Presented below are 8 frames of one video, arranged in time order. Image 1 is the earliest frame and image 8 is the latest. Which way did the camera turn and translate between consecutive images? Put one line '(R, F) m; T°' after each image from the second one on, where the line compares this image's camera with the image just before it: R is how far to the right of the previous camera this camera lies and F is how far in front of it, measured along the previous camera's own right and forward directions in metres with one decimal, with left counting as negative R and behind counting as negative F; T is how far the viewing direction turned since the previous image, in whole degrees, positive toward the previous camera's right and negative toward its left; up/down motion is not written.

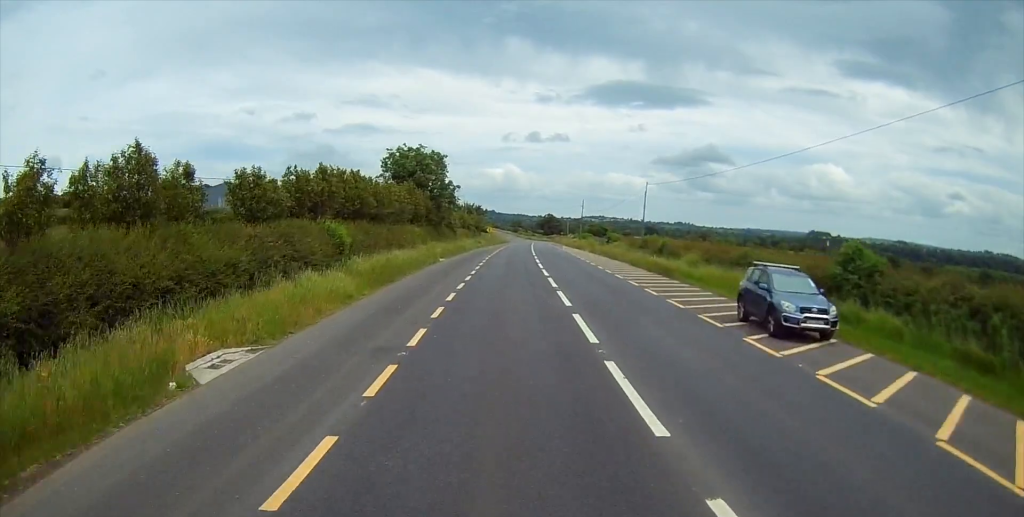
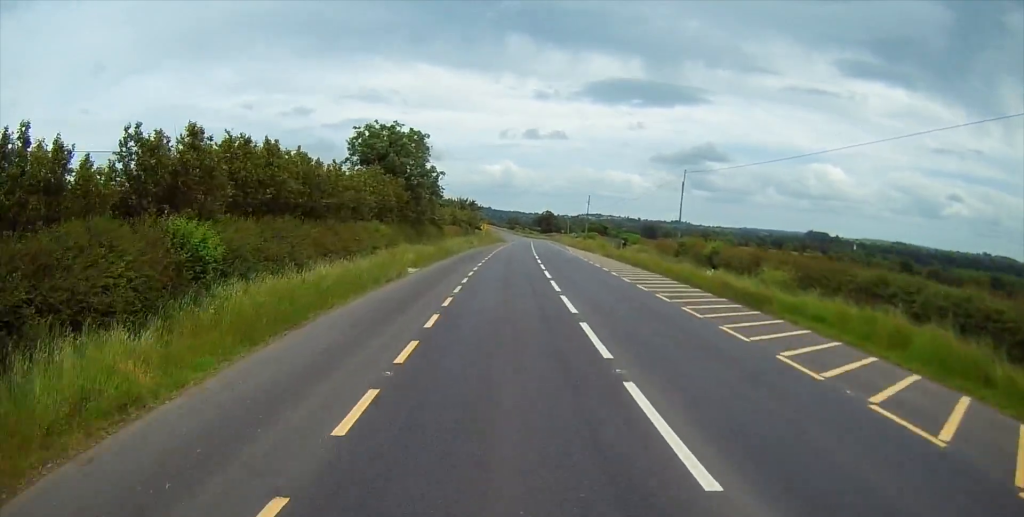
(0.0, +14.0) m; 0°
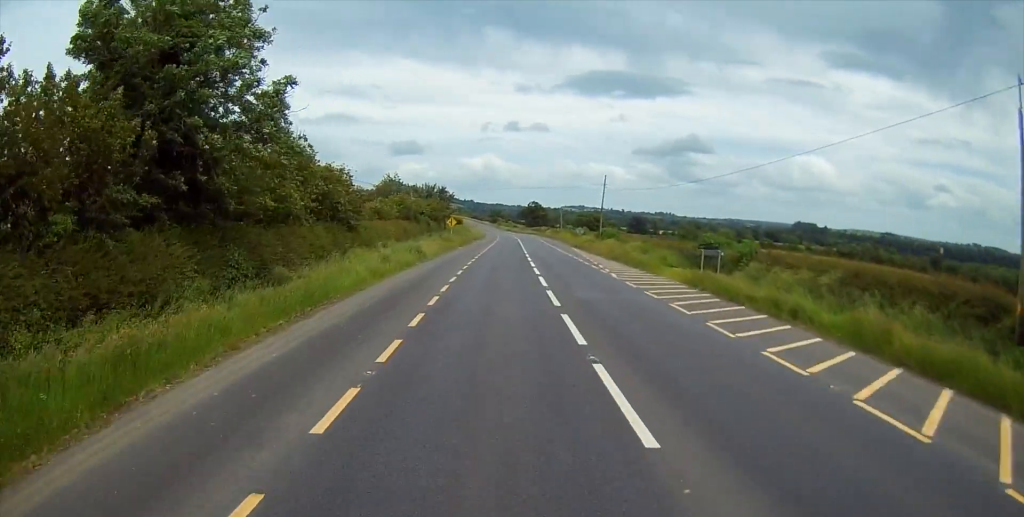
(+0.2, +36.3) m; +1°
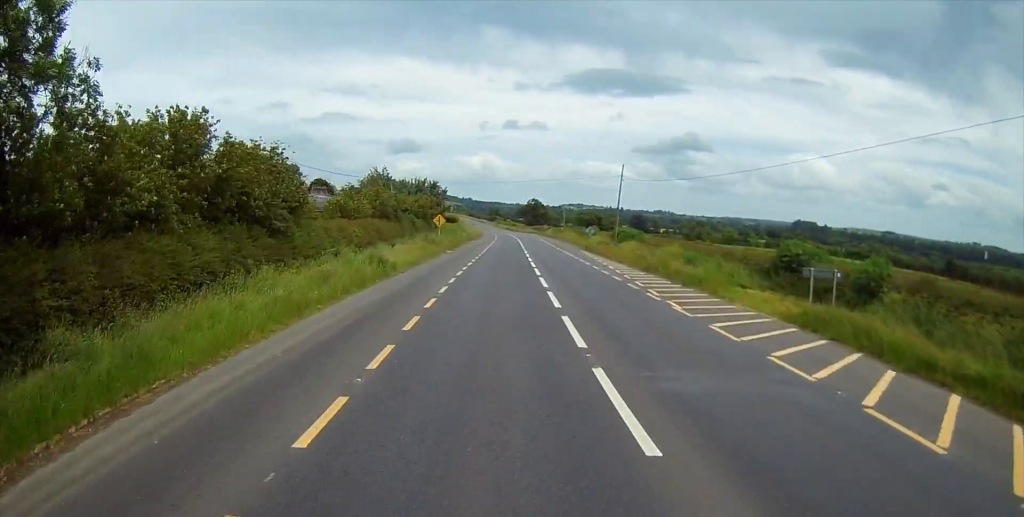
(0.0, +12.6) m; 0°
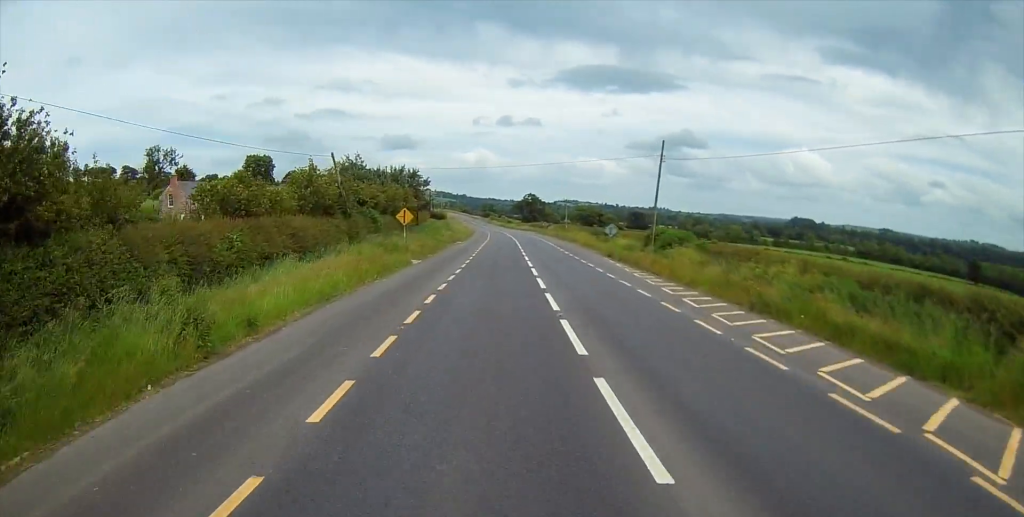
(+0.1, +19.4) m; 0°
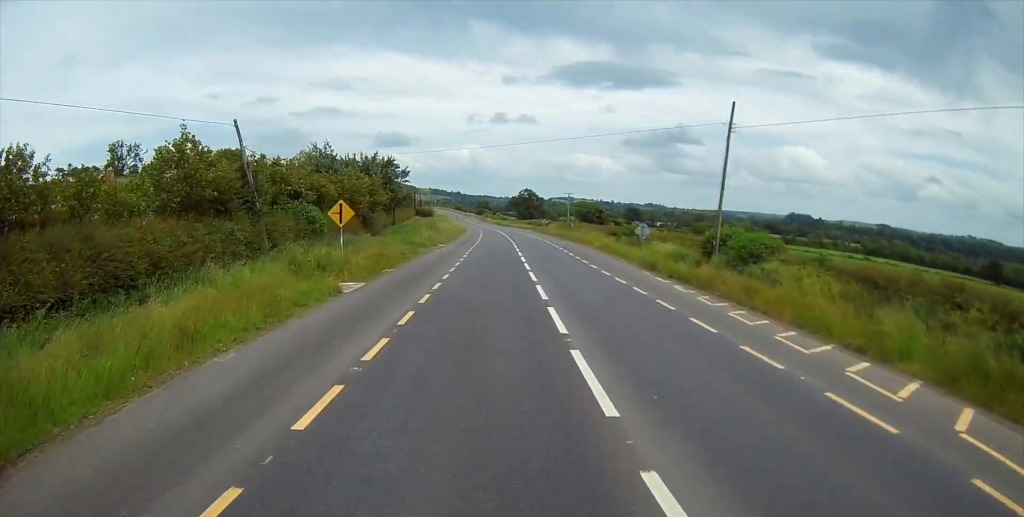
(-0.2, +16.3) m; +1°
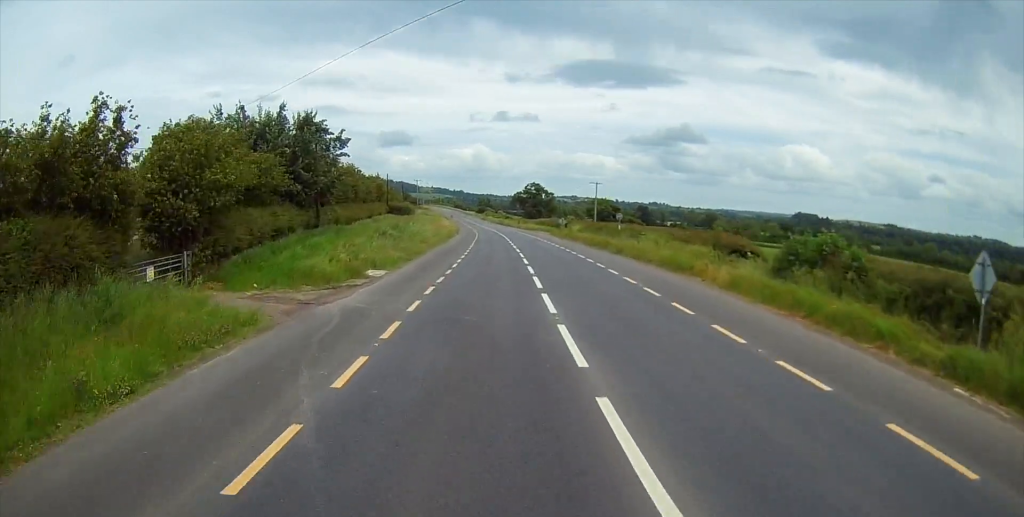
(+0.8, +33.9) m; +1°
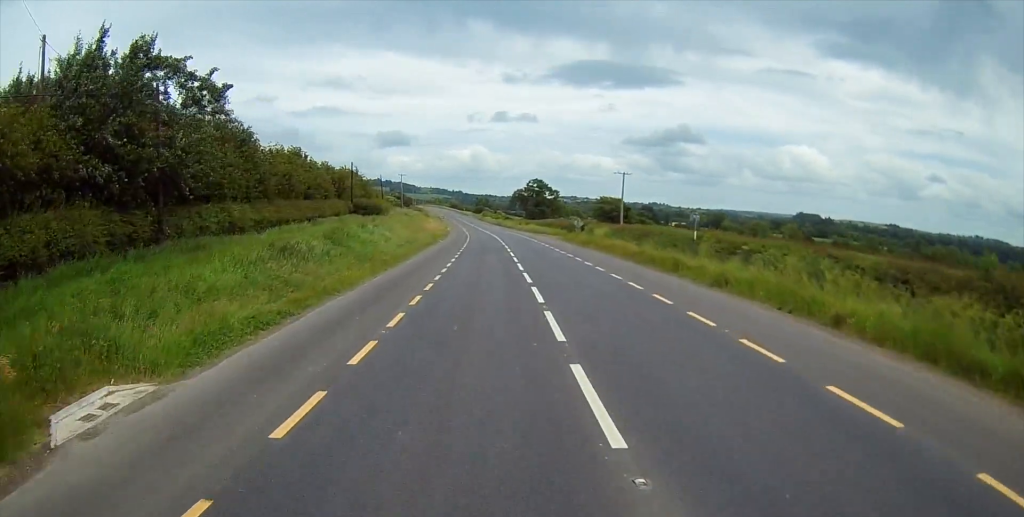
(-0.2, +22.2) m; -1°
